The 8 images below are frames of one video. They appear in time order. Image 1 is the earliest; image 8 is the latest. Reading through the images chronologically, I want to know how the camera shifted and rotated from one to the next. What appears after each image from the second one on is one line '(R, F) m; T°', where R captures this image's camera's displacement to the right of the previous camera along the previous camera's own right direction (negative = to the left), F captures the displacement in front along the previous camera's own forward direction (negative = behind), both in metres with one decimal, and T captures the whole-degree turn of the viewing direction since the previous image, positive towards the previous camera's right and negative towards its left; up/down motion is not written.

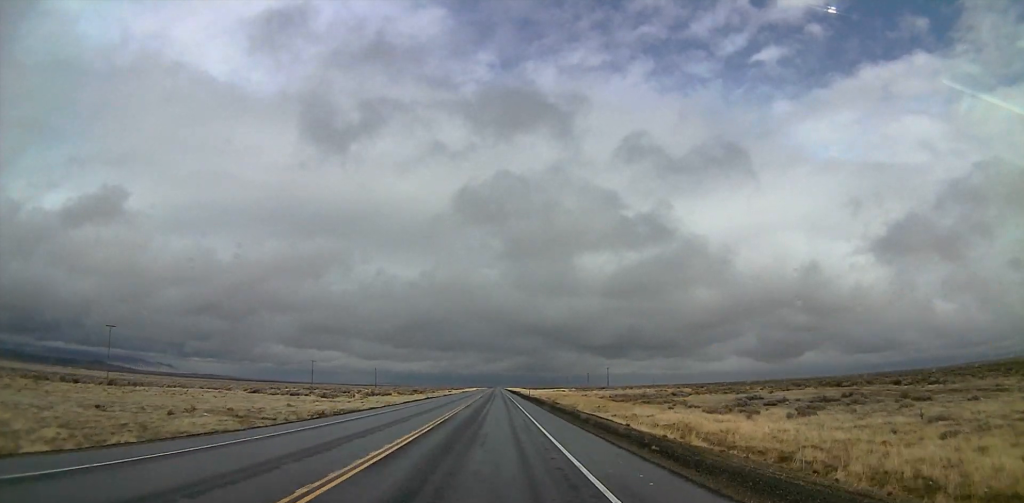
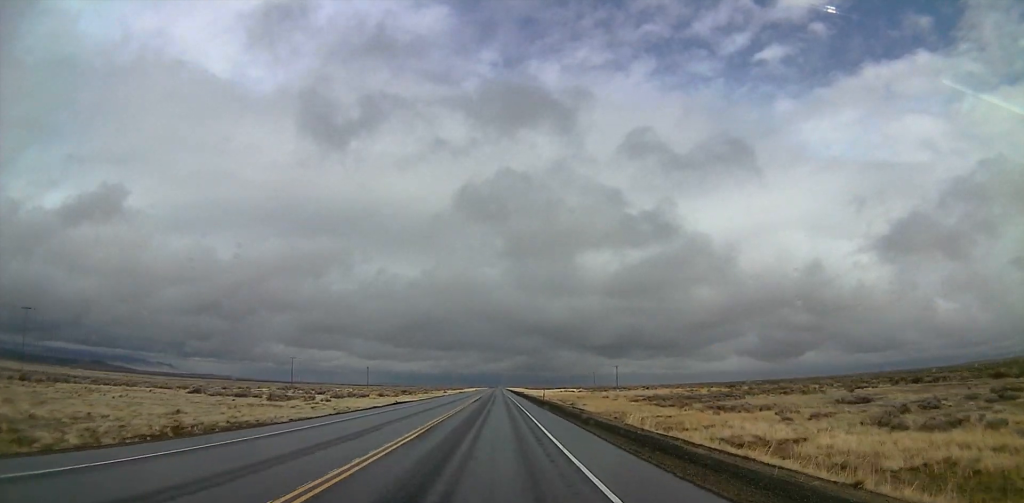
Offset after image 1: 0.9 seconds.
(0.0, +24.5) m; 0°
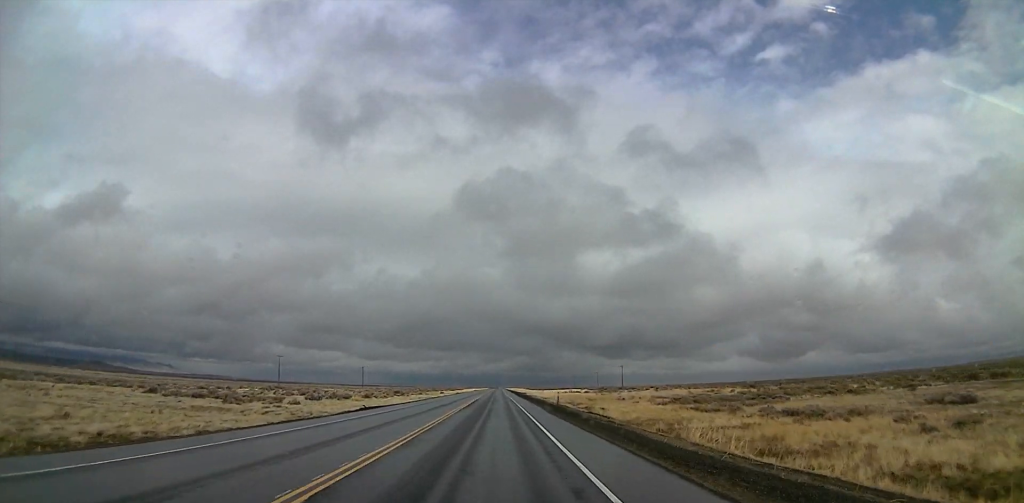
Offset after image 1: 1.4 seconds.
(0.0, +13.1) m; 0°
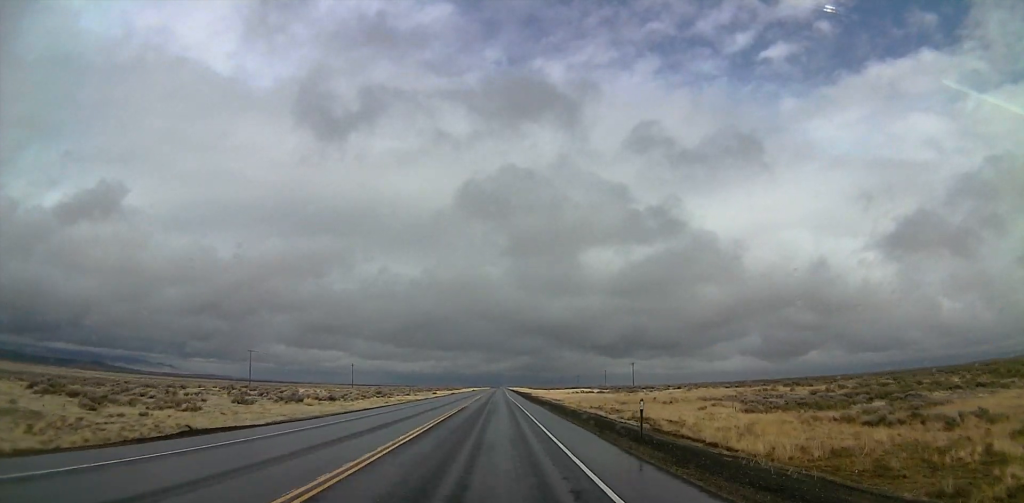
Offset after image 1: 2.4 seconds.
(0.0, +24.6) m; 0°
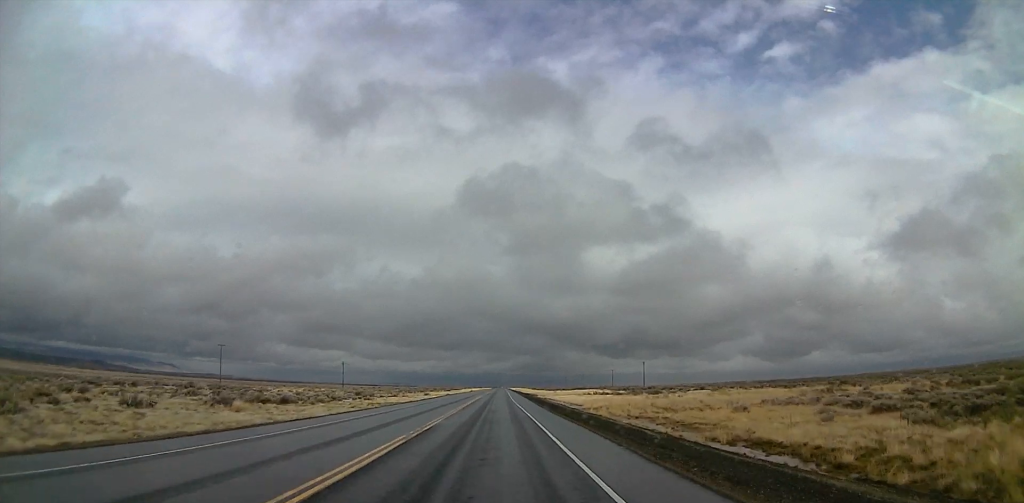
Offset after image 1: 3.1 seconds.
(0.0, +20.2) m; 0°
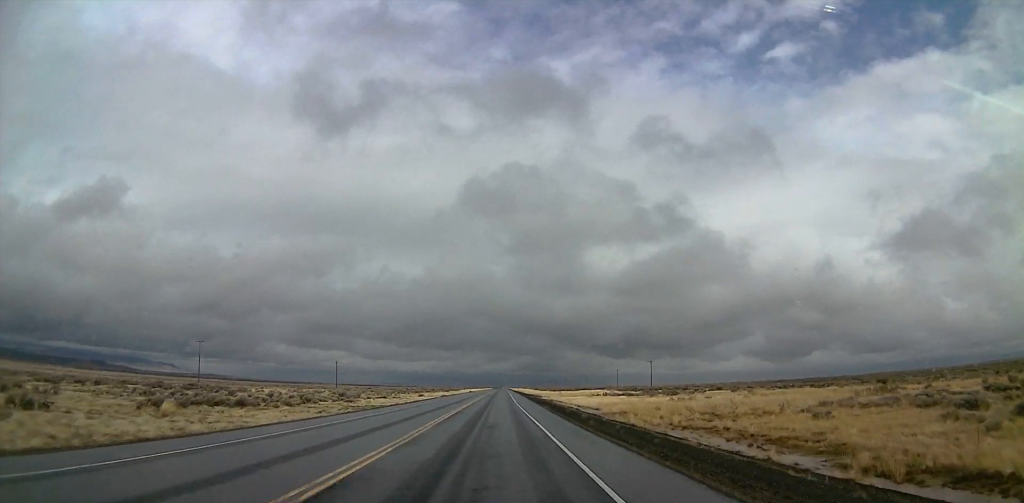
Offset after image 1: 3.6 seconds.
(0.0, +12.3) m; +1°
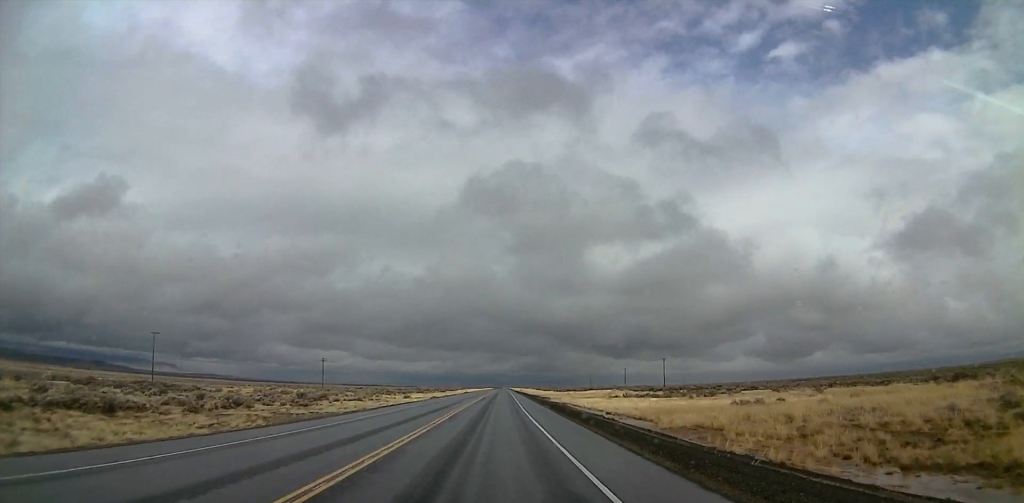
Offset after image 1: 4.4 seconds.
(+0.2, +20.9) m; +1°
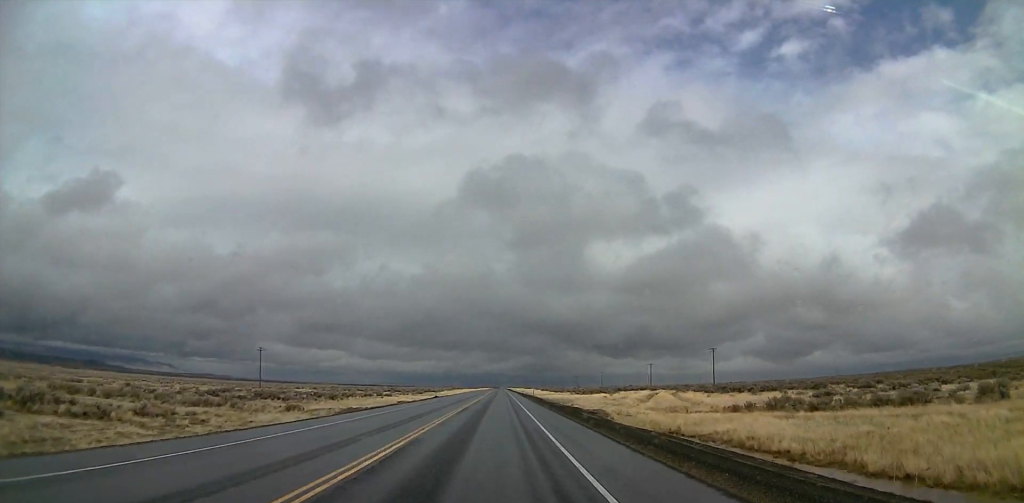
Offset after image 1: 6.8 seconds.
(-1.0, +61.8) m; -2°
